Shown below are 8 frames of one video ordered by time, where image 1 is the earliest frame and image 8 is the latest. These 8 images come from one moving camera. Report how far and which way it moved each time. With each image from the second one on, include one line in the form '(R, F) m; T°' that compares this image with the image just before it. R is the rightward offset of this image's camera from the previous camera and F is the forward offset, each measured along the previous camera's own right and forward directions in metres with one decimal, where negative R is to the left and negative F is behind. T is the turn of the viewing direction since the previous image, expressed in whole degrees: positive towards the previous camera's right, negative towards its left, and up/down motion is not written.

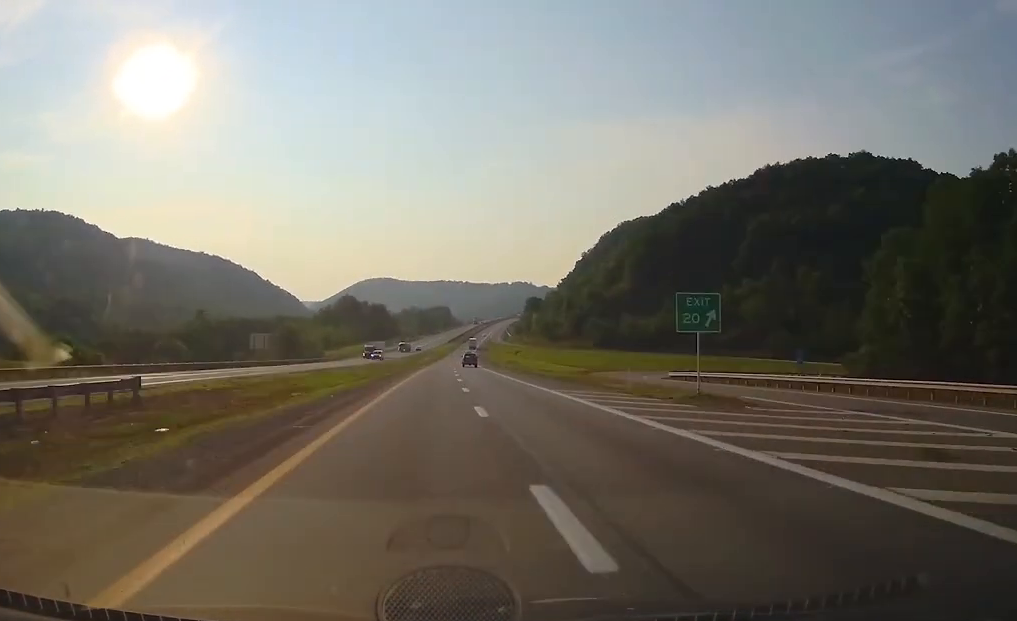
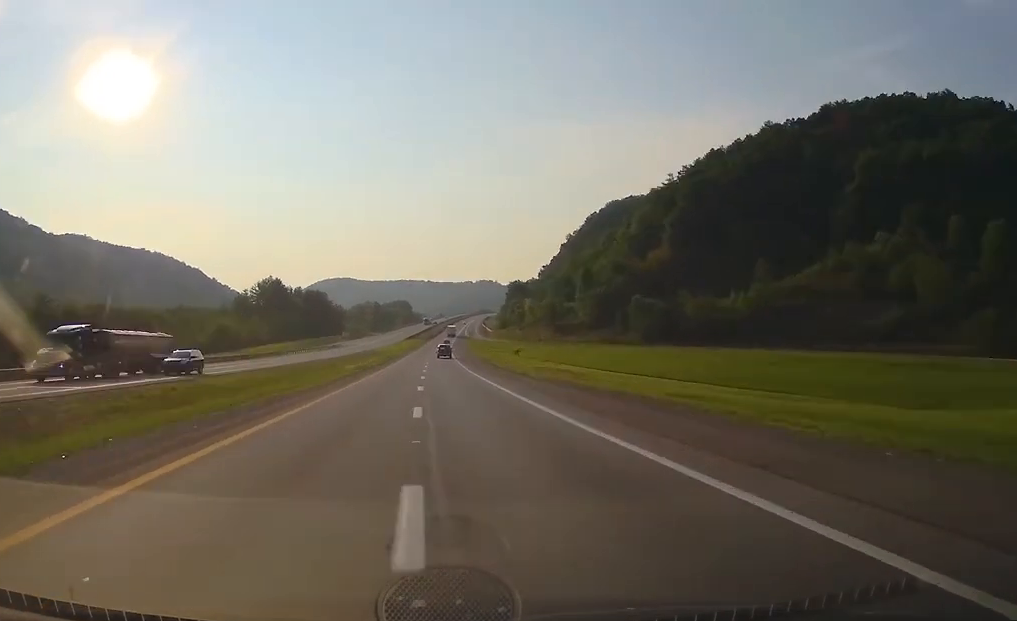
(+0.8, +90.7) m; +1°
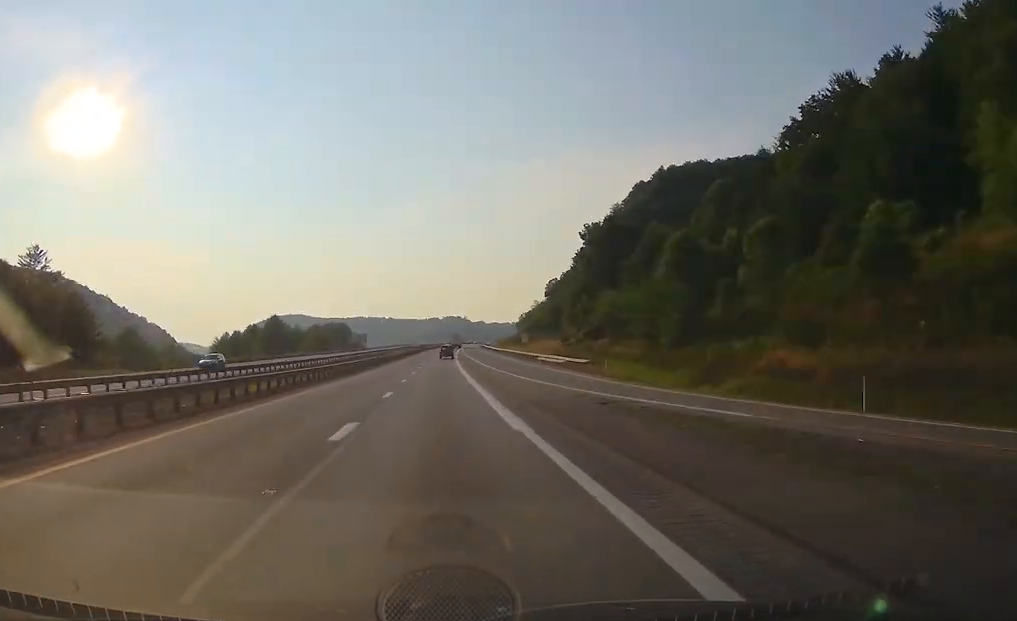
(+5.5, +221.9) m; +3°
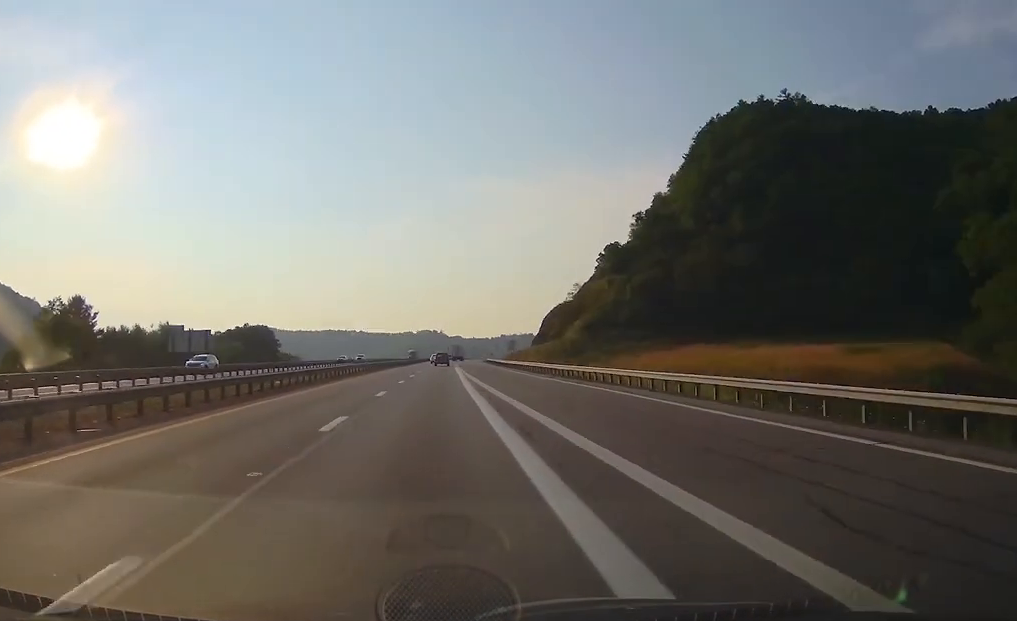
(+2.2, +135.3) m; +2°
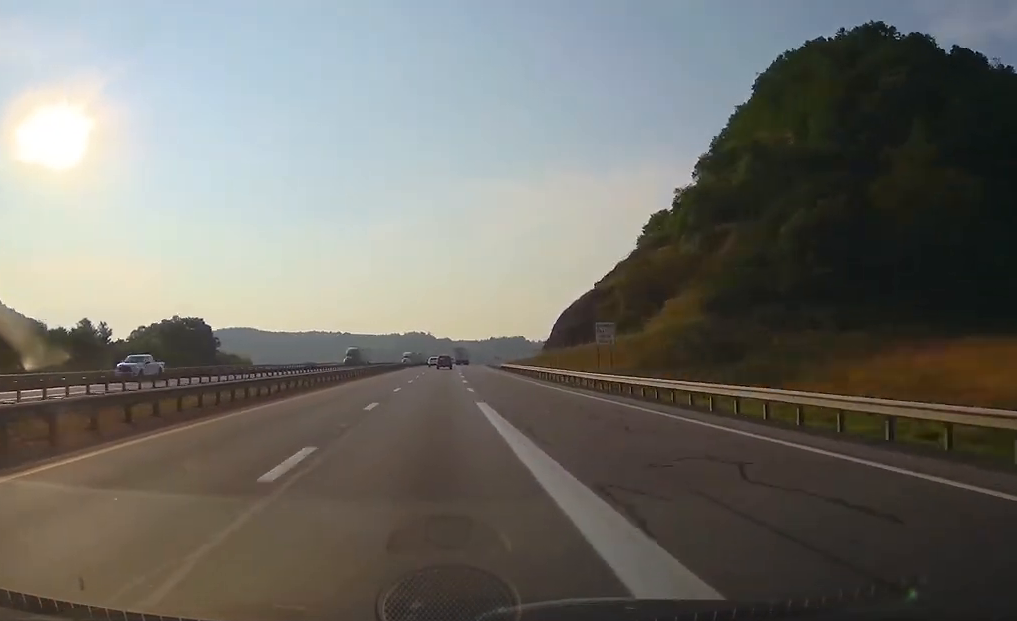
(+0.2, +63.1) m; +1°
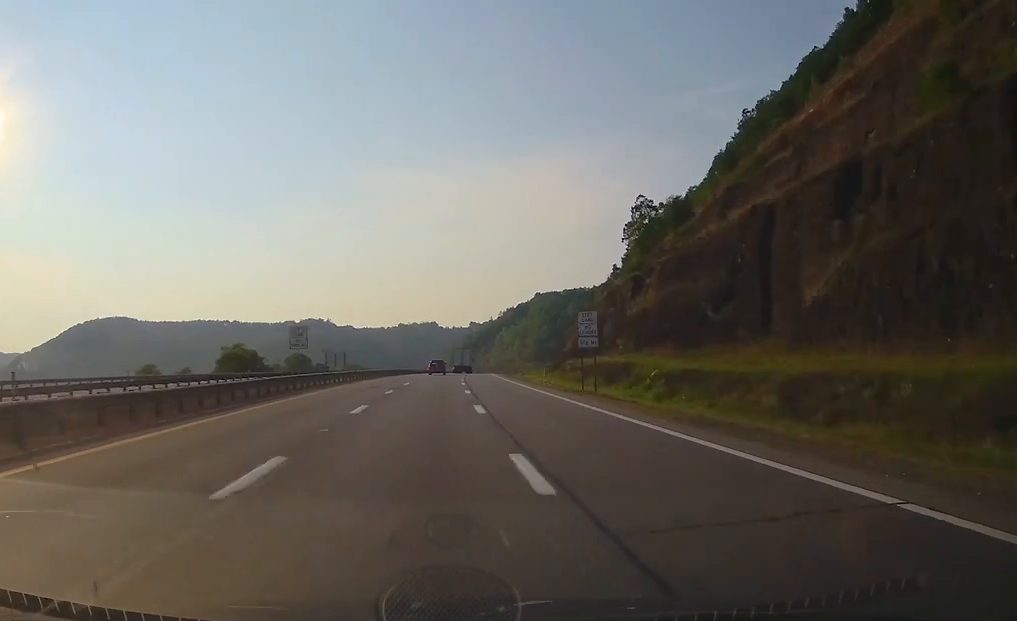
(+14.7, +240.4) m; +8°
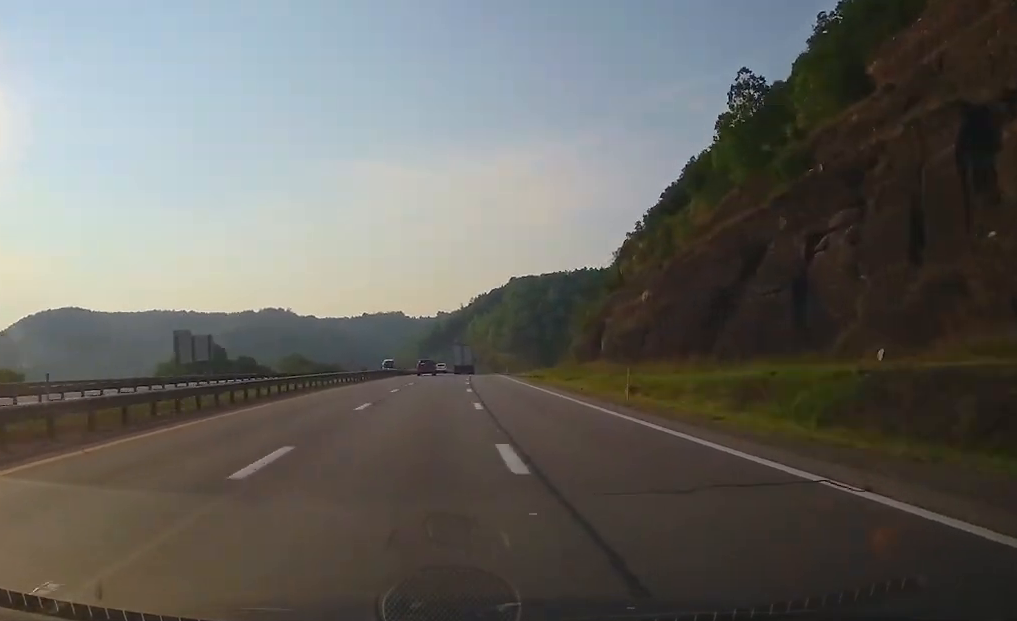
(+3.4, +84.7) m; +3°
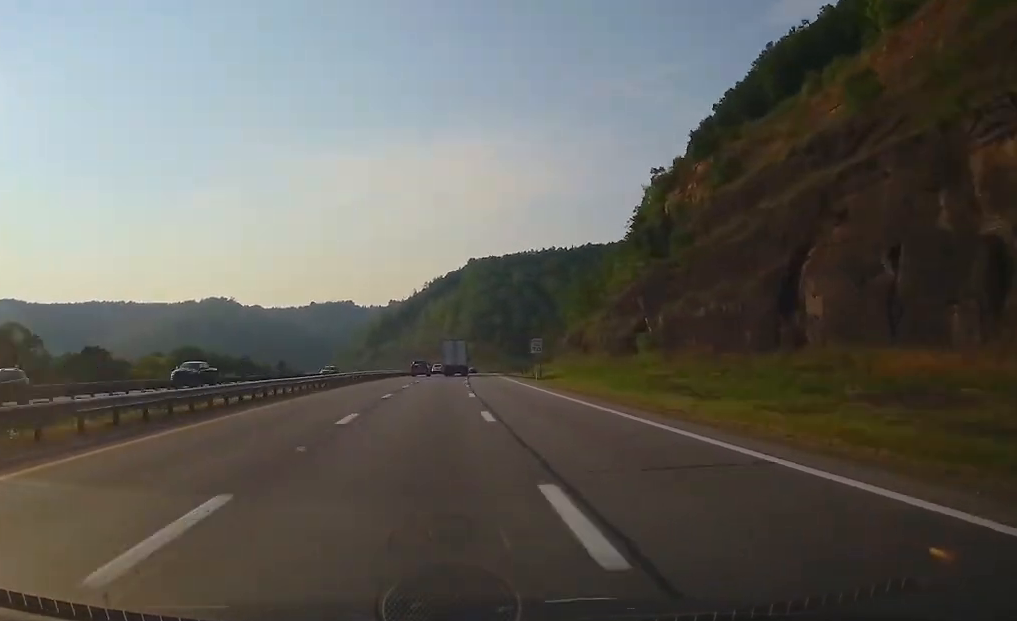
(+2.2, +89.3) m; +3°
